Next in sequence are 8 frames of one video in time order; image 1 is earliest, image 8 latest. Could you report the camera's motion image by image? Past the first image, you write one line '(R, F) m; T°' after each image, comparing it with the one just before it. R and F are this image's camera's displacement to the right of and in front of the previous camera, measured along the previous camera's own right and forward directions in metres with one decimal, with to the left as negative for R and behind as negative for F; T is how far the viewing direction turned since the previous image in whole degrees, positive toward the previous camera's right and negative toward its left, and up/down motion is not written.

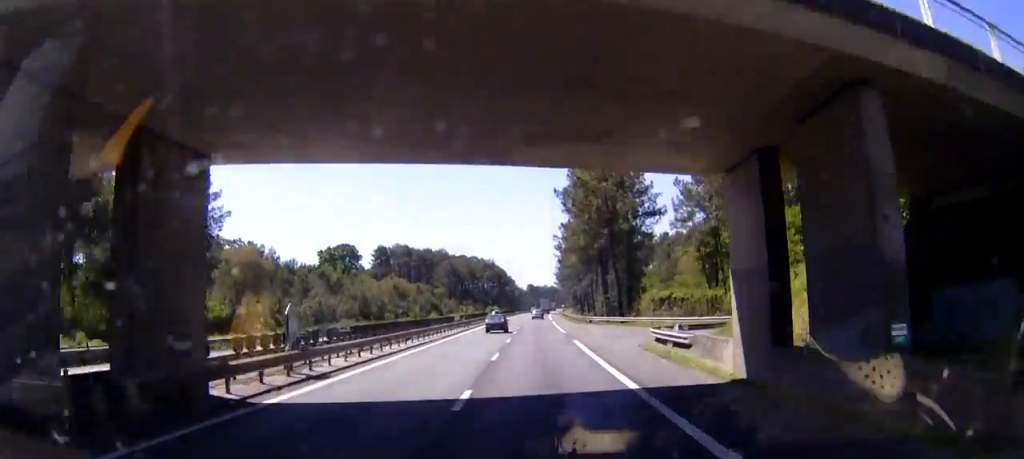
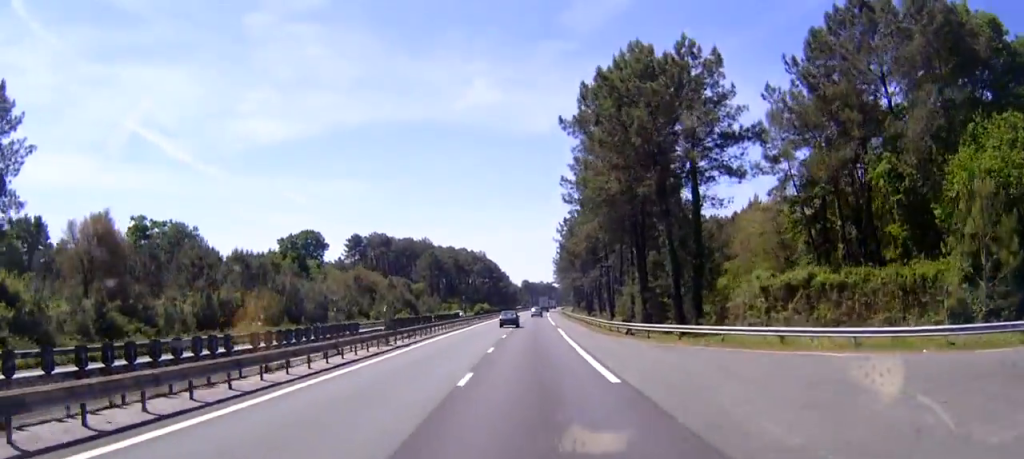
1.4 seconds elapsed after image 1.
(0.0, +35.1) m; 0°
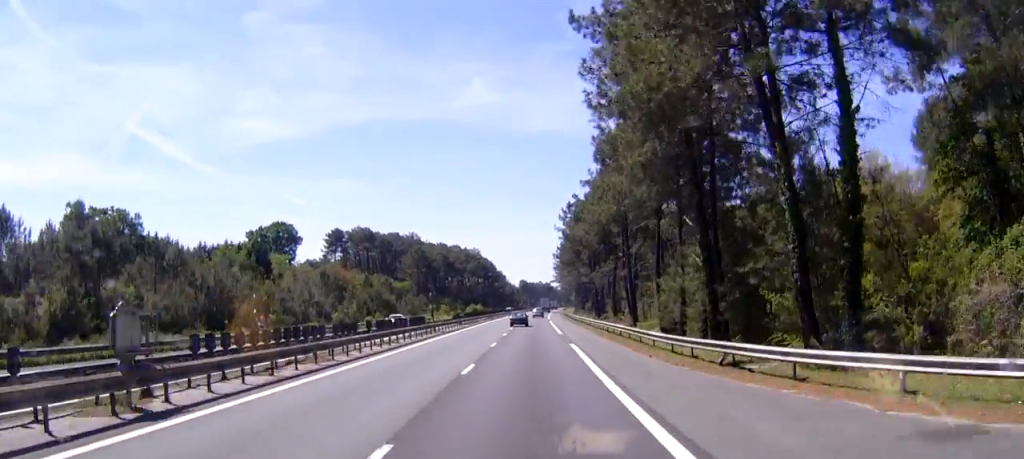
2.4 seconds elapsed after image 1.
(+0.1, +22.8) m; 0°
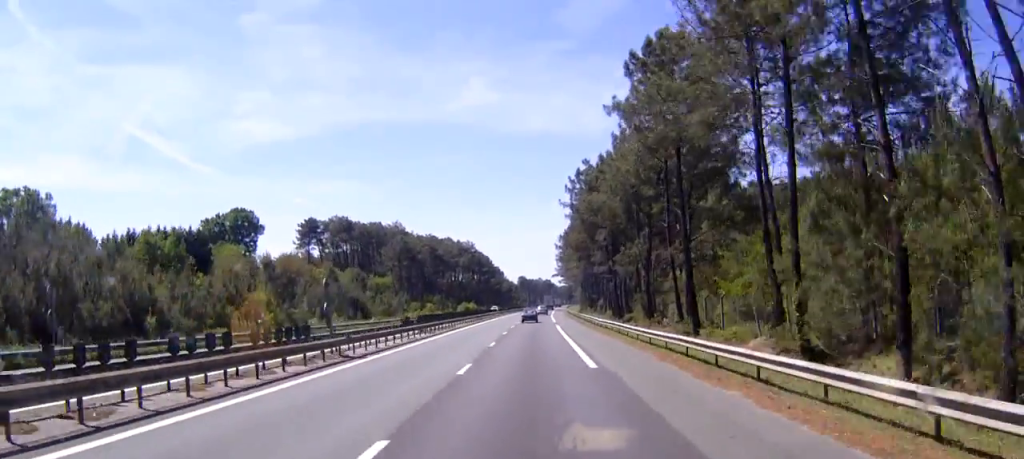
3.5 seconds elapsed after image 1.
(0.0, +27.0) m; 0°
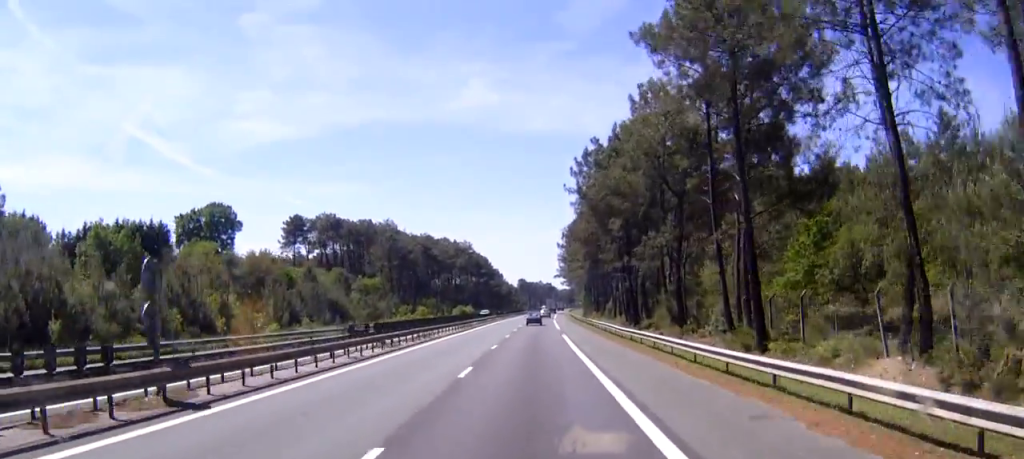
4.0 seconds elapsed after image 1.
(0.0, +13.1) m; 0°
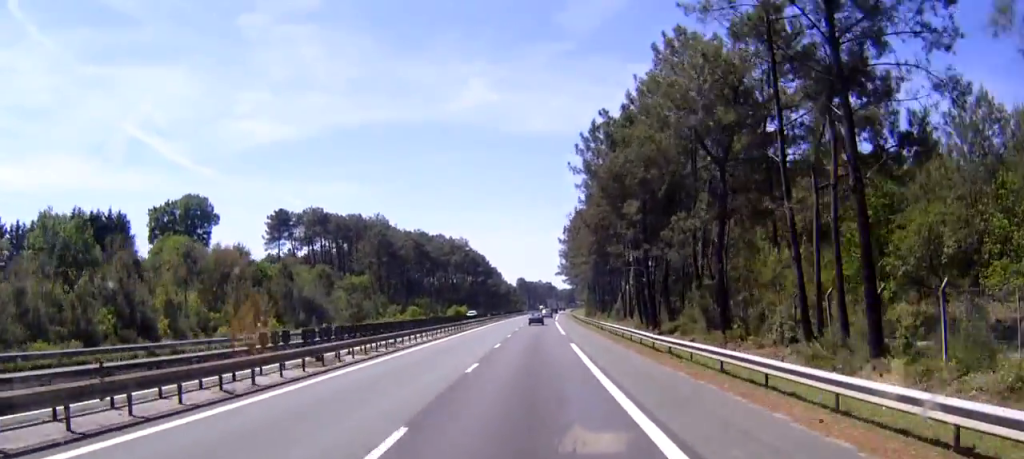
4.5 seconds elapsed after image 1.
(0.0, +11.5) m; 0°
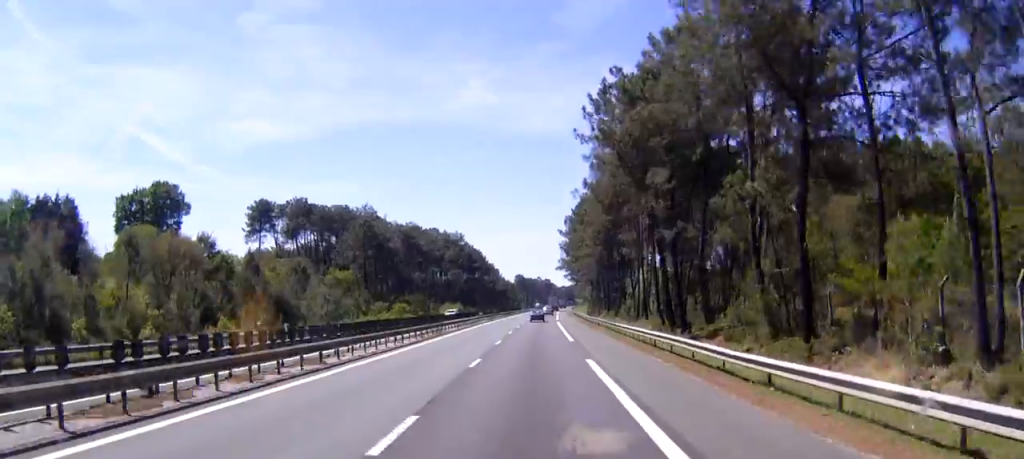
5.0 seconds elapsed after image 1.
(0.0, +12.2) m; 0°
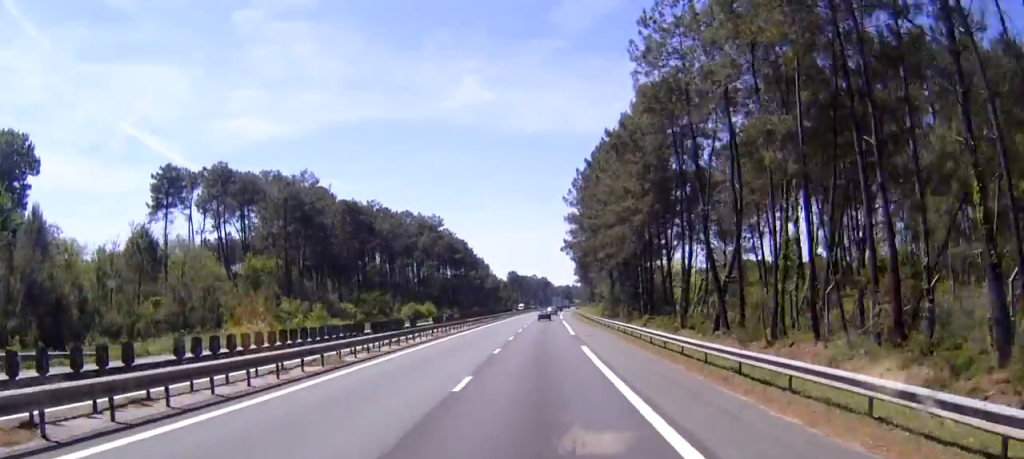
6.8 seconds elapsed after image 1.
(0.0, +44.7) m; 0°
